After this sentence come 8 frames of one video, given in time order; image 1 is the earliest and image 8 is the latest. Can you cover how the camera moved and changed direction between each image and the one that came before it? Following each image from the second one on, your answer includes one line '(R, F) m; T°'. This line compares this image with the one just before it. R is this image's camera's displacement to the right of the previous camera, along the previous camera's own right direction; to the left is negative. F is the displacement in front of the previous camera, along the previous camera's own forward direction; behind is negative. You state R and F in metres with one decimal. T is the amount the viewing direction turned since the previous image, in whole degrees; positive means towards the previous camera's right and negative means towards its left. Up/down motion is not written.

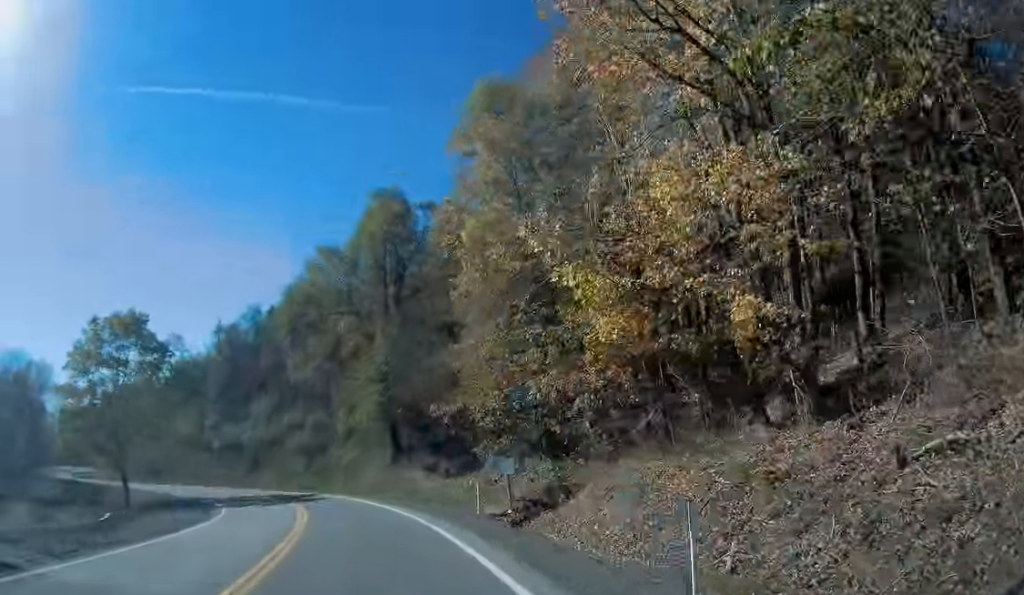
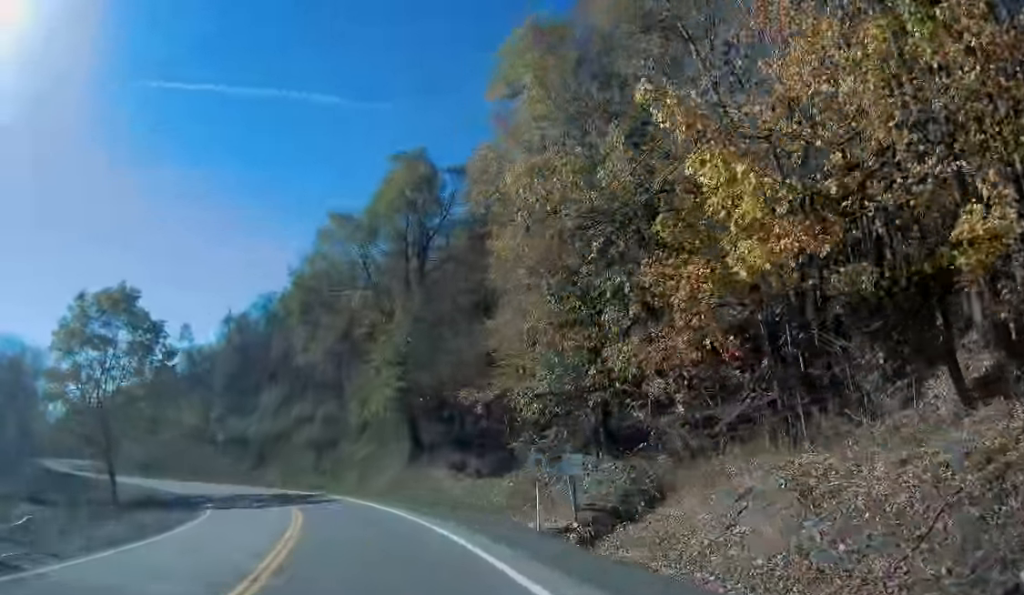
(-0.5, +6.8) m; -2°
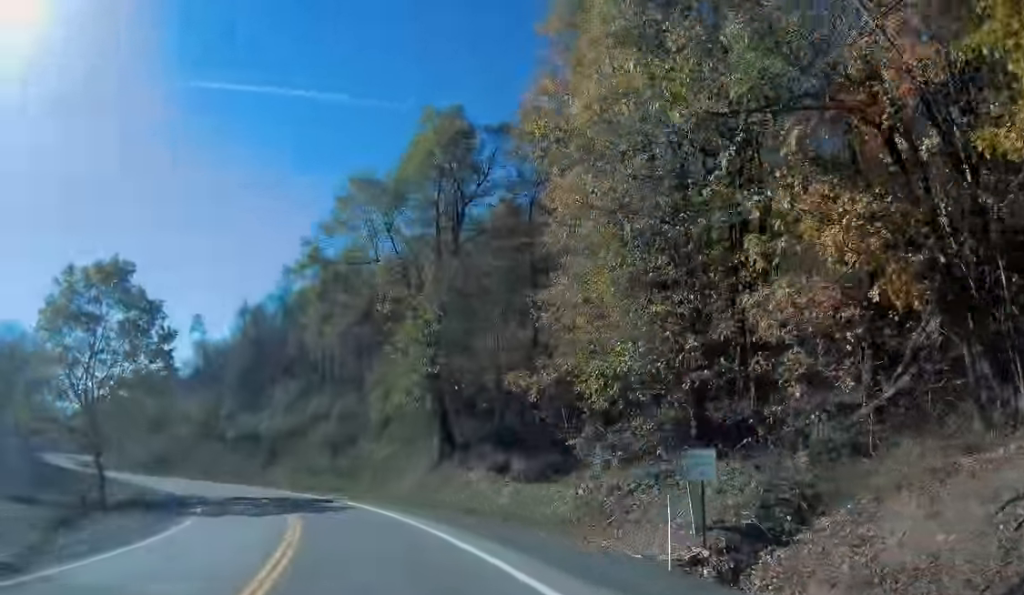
(-0.2, +6.8) m; -2°
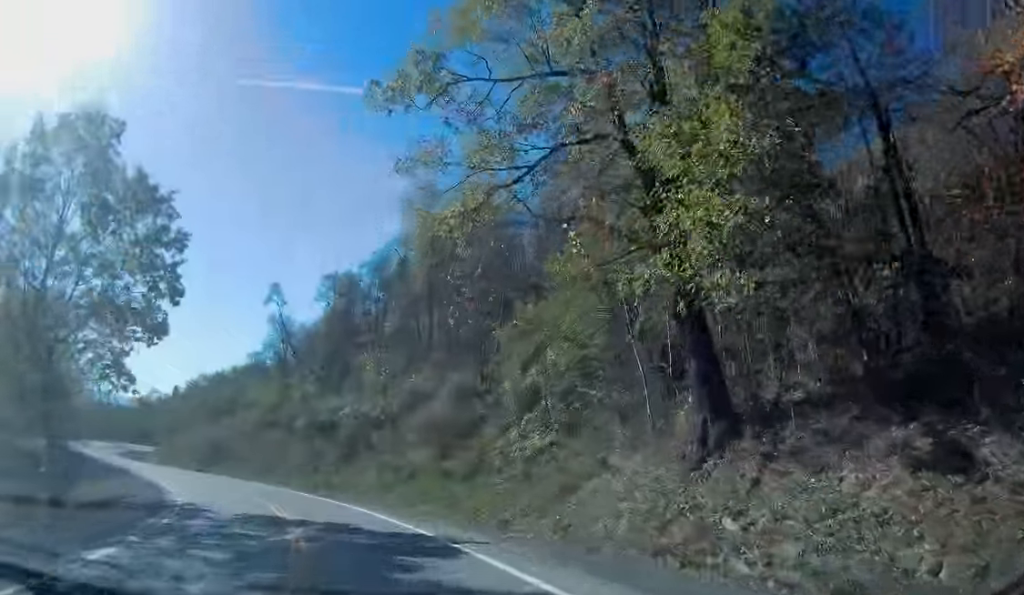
(-1.1, +21.5) m; -8°
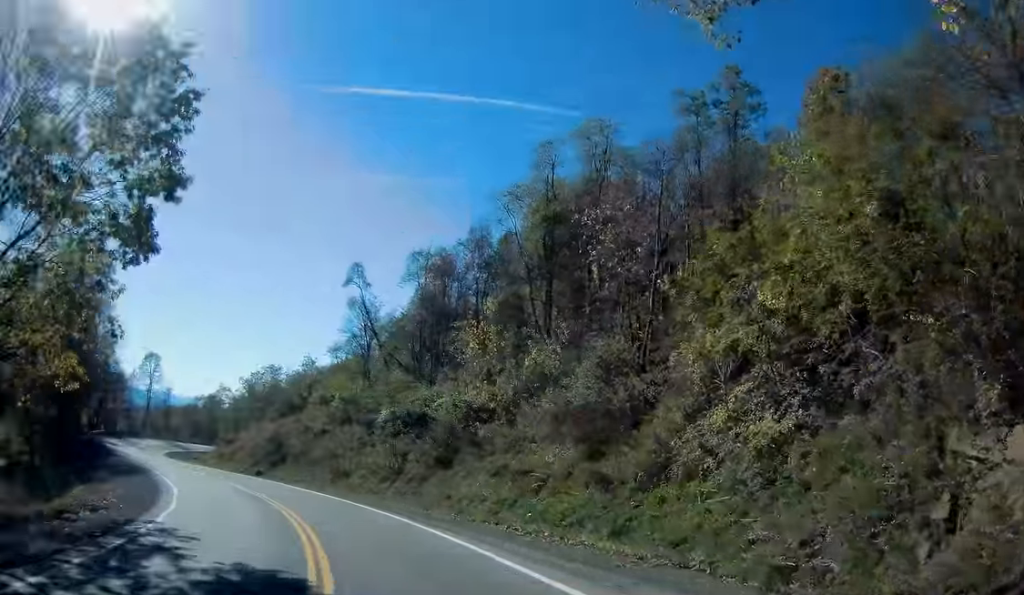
(-0.8, +13.2) m; -8°
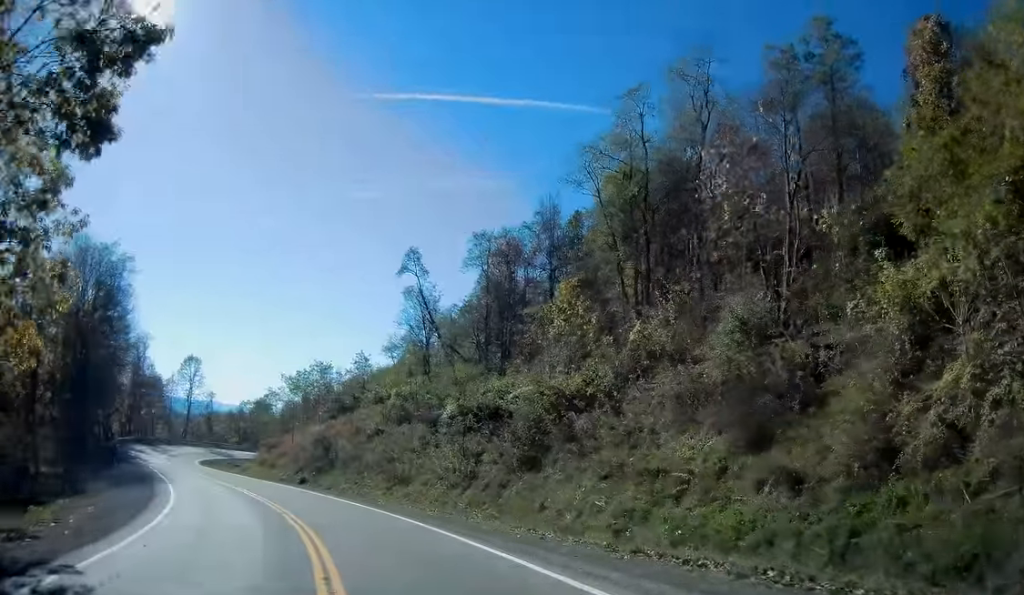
(-0.2, +8.4) m; -5°
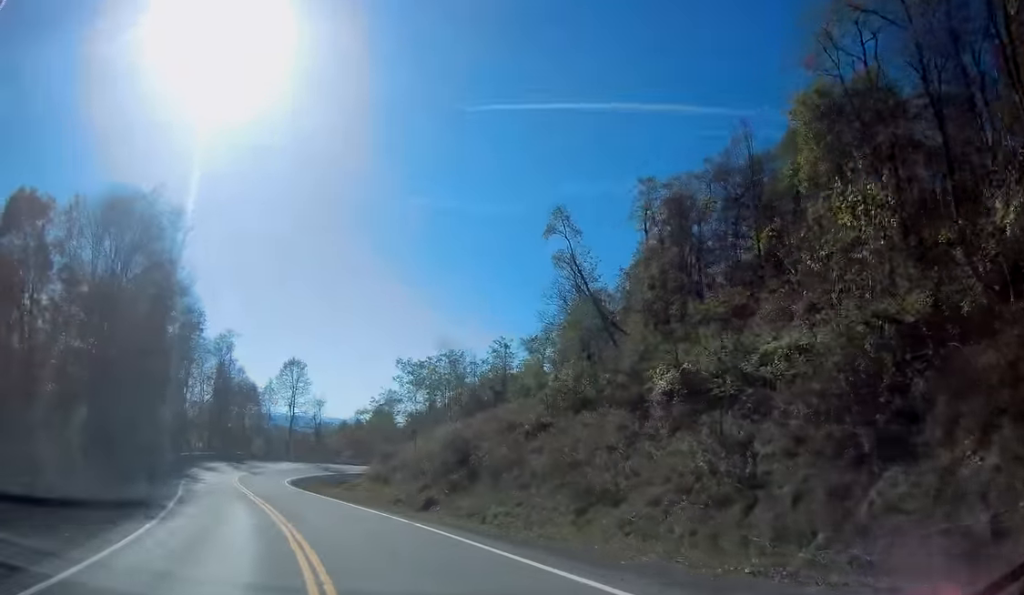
(-1.6, +17.6) m; -11°
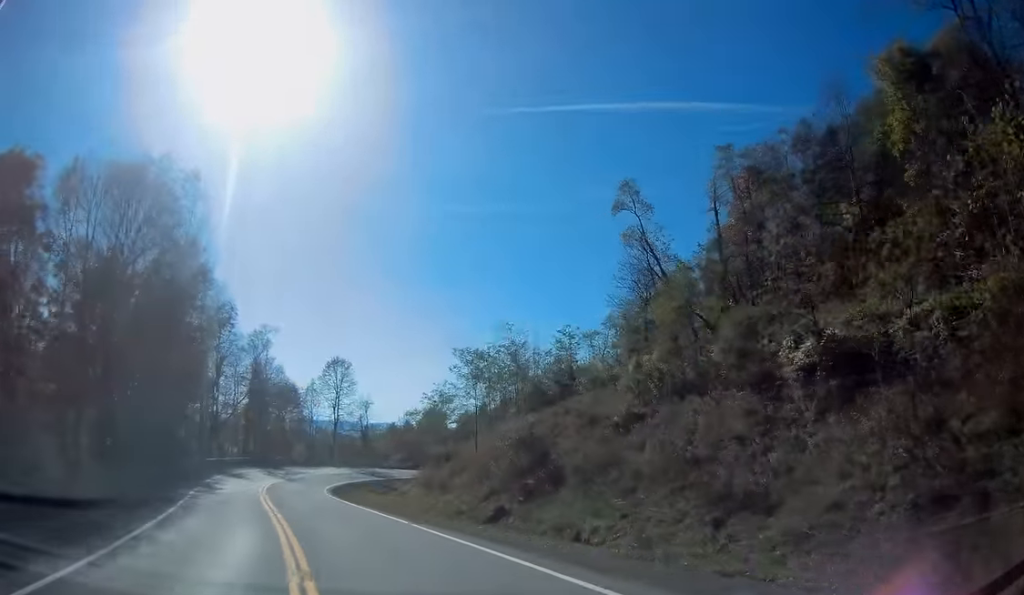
(-0.5, +7.2) m; -4°
